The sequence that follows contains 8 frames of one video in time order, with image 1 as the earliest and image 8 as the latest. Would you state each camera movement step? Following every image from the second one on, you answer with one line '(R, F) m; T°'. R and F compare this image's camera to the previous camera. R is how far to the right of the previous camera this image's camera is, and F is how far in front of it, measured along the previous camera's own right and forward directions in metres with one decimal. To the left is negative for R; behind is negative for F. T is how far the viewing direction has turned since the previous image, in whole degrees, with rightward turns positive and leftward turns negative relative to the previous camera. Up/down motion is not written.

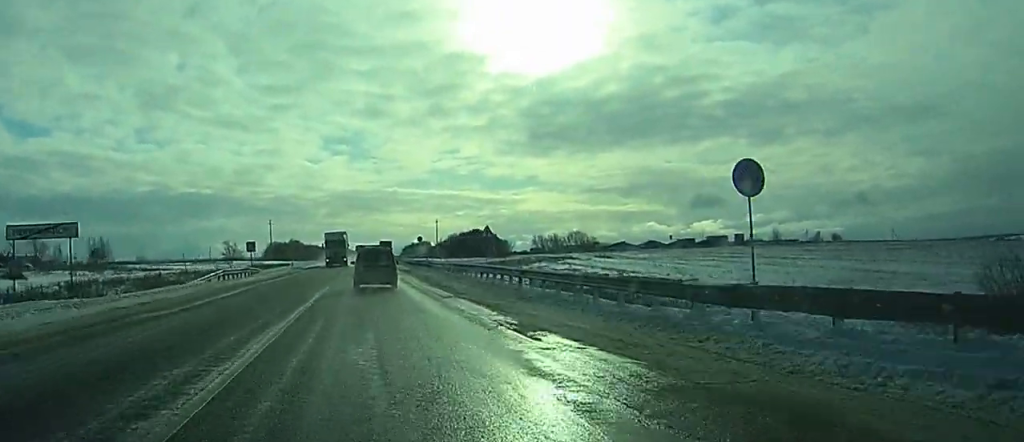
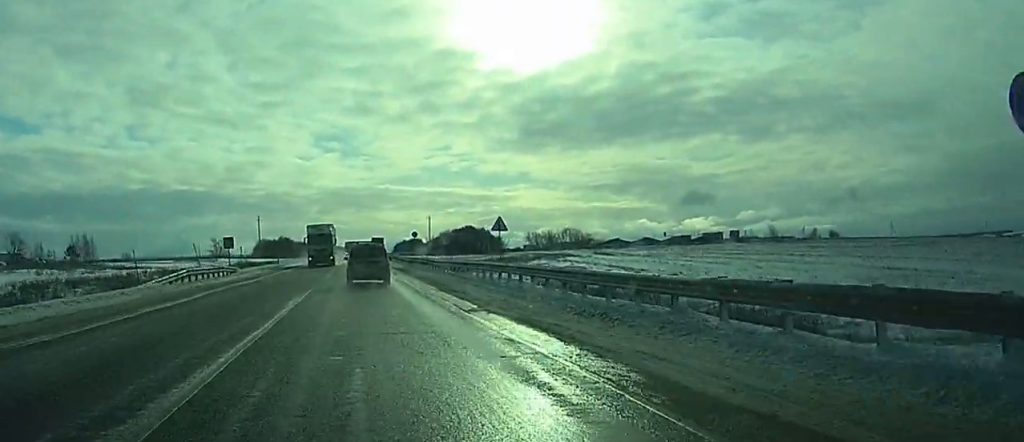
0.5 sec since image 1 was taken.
(0.0, +7.7) m; 0°
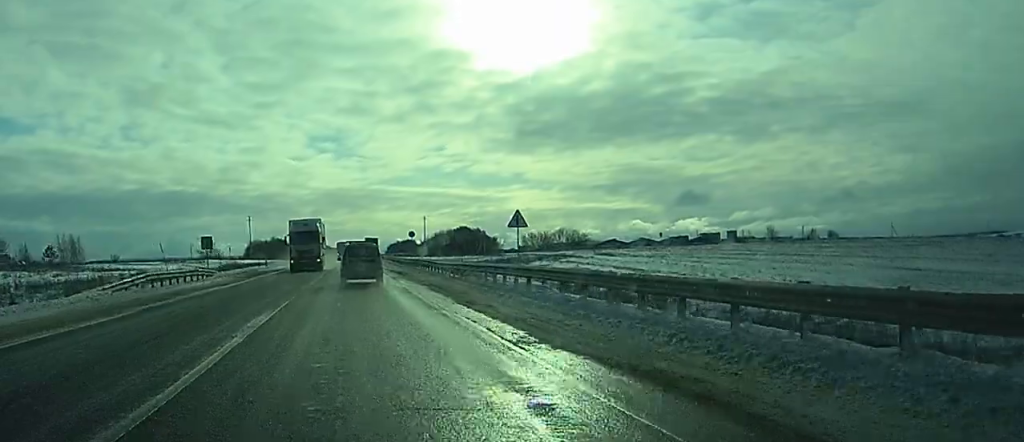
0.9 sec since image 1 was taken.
(0.0, +6.6) m; 0°
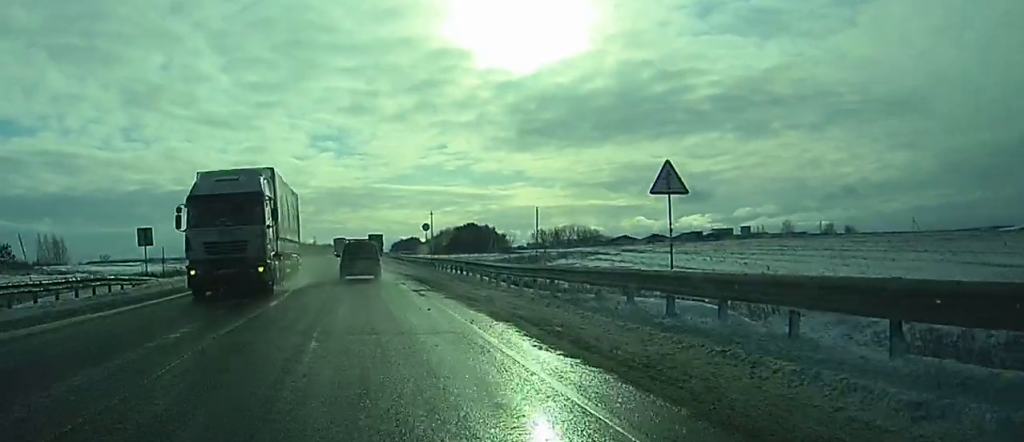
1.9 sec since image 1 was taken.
(+0.1, +17.7) m; 0°
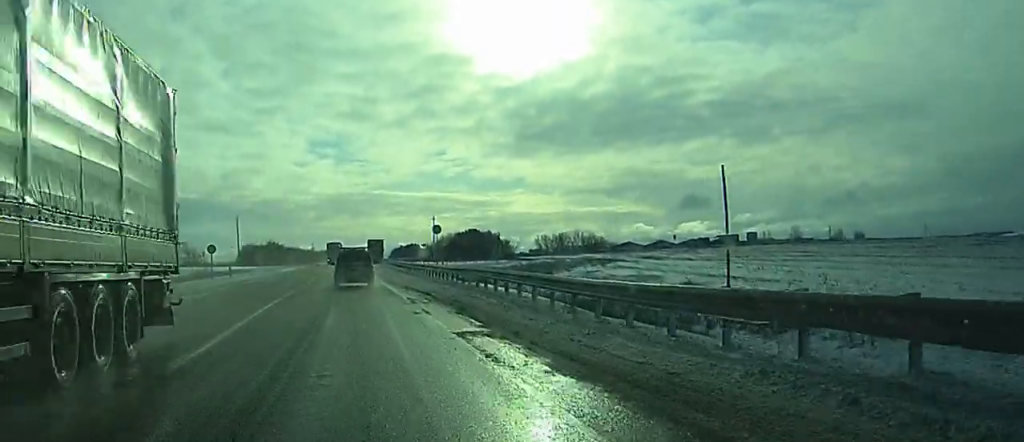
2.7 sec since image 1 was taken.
(0.0, +12.4) m; 0°
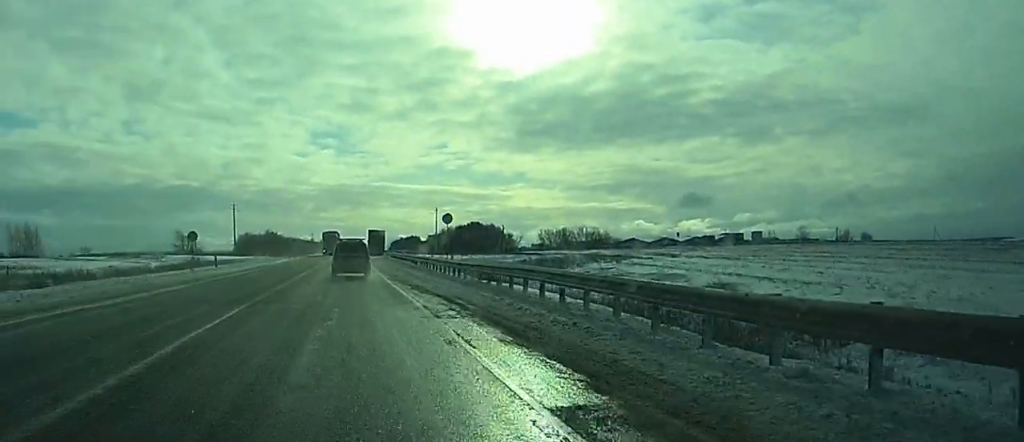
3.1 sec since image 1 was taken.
(0.0, +7.4) m; 0°
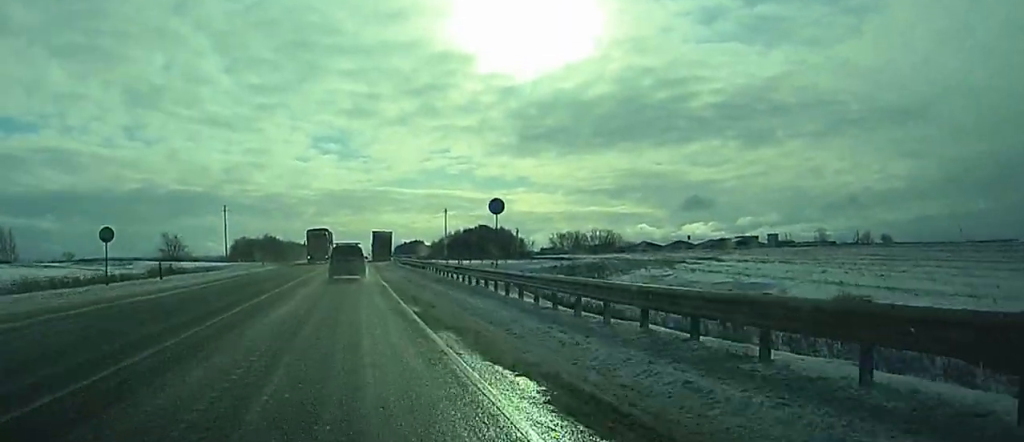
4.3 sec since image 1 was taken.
(+0.2, +20.1) m; +1°
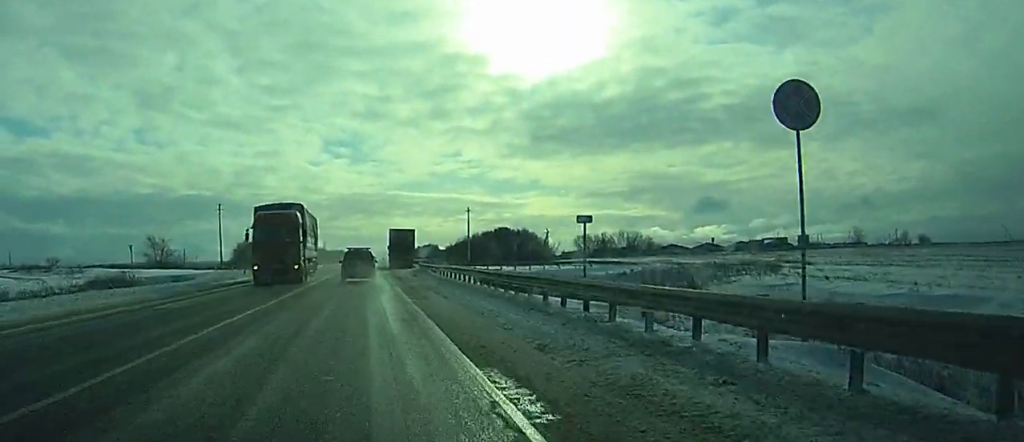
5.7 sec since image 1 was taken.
(-0.1, +25.6) m; -1°
